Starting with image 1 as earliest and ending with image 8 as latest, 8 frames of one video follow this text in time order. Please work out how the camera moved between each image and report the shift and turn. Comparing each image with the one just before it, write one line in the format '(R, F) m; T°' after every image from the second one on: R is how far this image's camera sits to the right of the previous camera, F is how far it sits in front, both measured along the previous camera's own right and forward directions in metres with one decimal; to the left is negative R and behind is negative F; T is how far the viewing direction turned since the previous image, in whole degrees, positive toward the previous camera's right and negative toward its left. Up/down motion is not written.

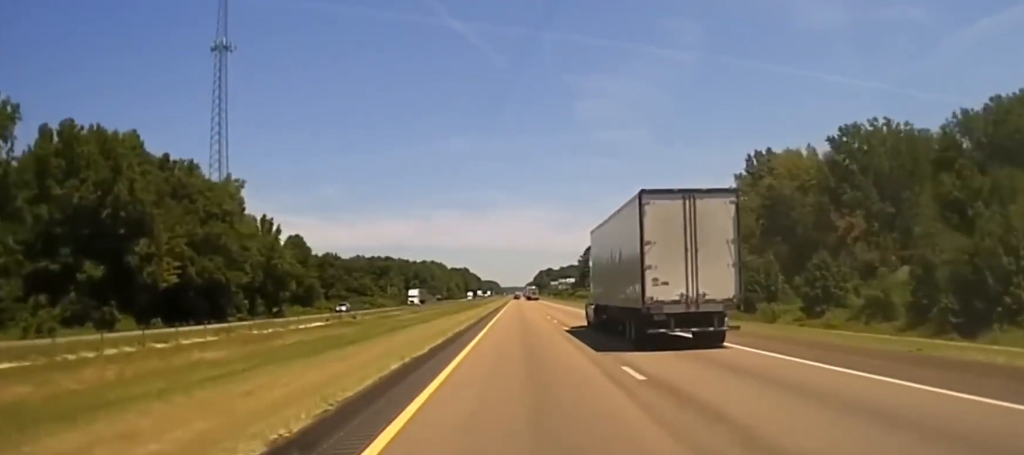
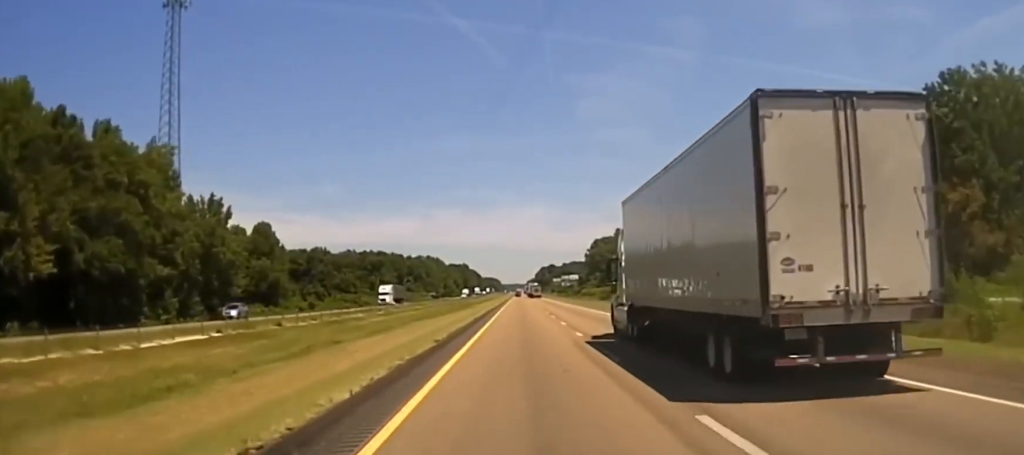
(+0.2, +34.4) m; 0°
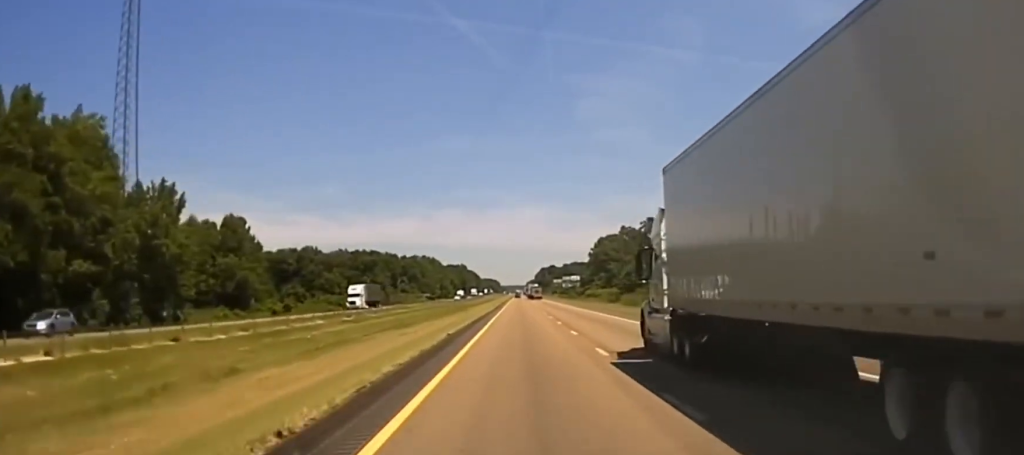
(+0.3, +23.3) m; 0°
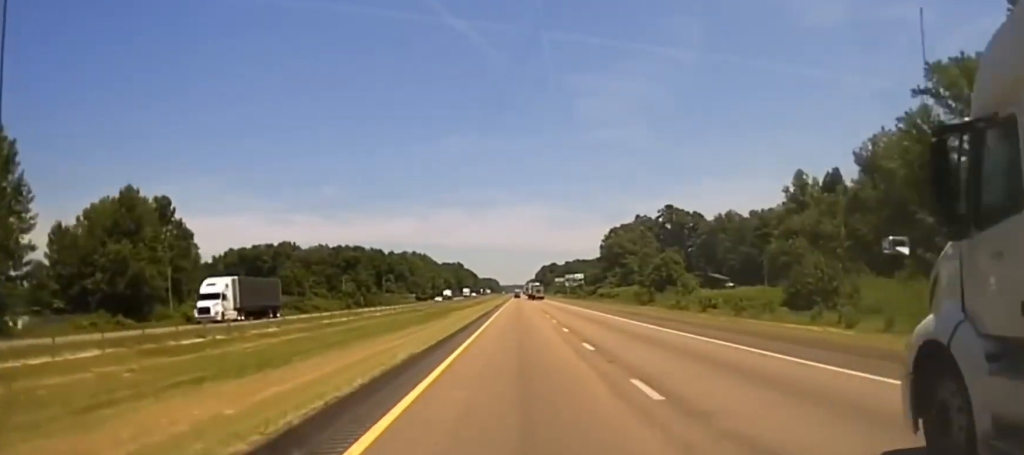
(-0.8, +46.5) m; -1°
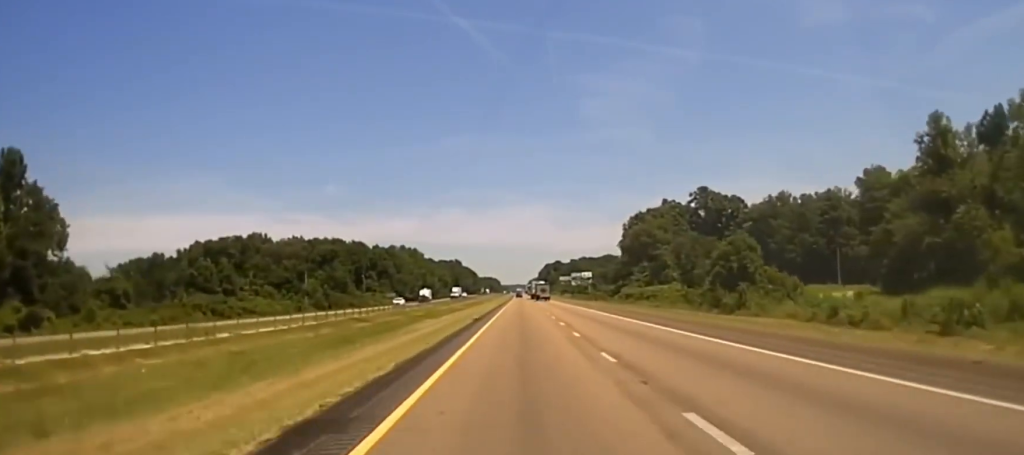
(+0.3, +44.0) m; 0°
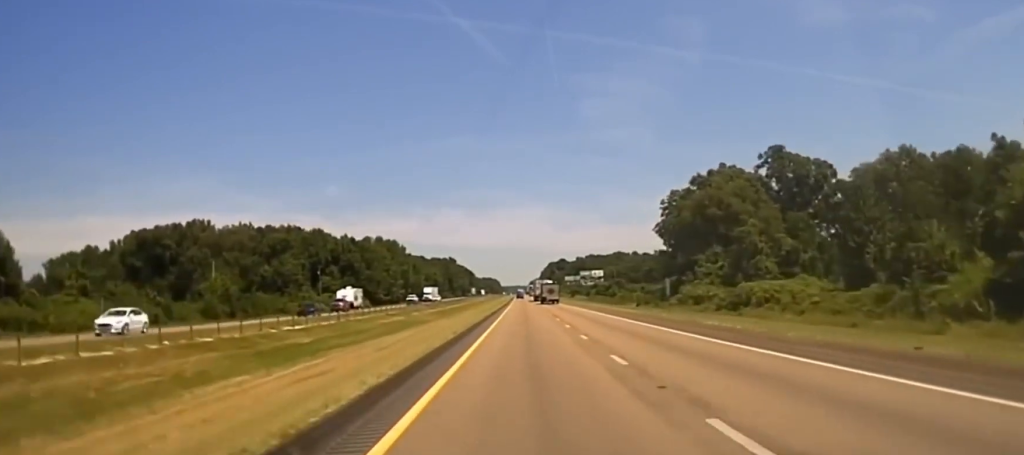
(0.0, +57.4) m; 0°
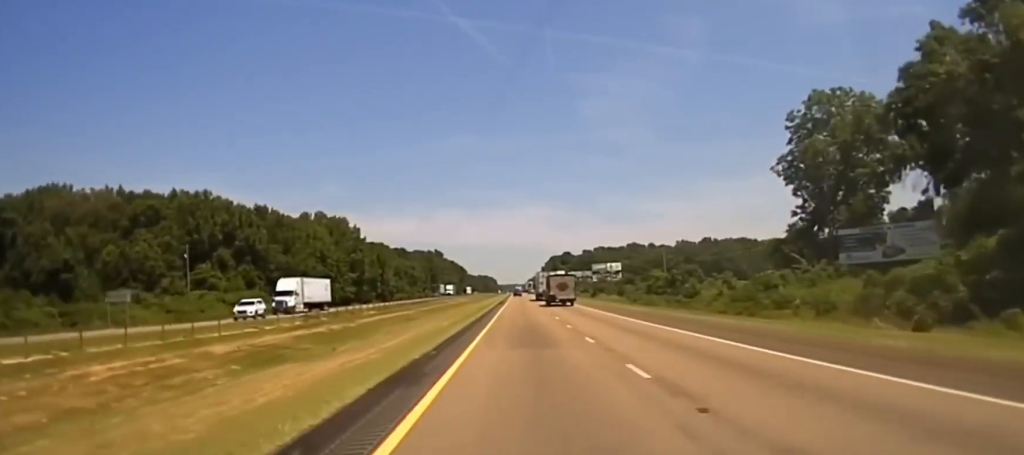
(+0.4, +103.5) m; 0°
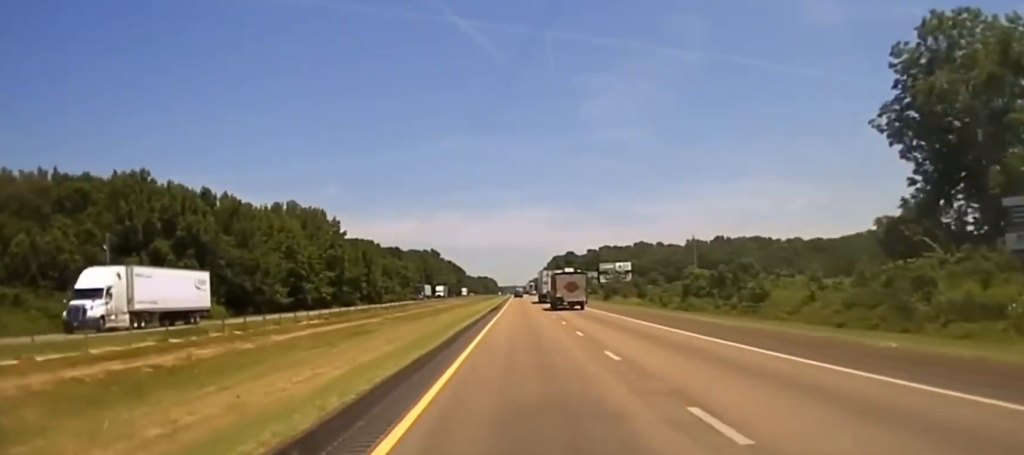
(0.0, +39.4) m; 0°
